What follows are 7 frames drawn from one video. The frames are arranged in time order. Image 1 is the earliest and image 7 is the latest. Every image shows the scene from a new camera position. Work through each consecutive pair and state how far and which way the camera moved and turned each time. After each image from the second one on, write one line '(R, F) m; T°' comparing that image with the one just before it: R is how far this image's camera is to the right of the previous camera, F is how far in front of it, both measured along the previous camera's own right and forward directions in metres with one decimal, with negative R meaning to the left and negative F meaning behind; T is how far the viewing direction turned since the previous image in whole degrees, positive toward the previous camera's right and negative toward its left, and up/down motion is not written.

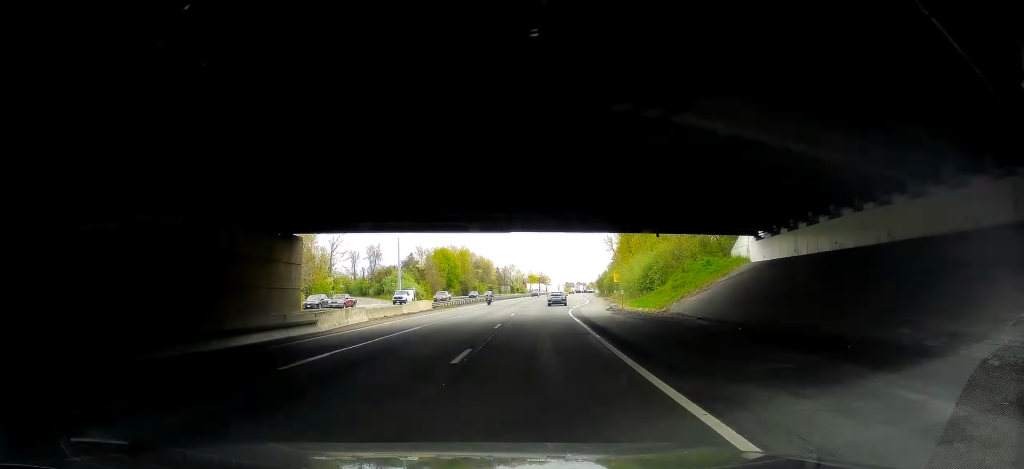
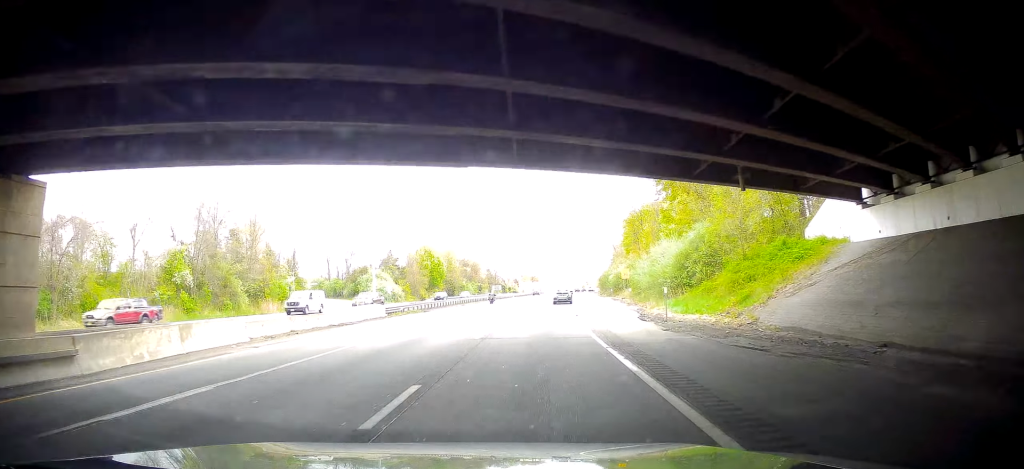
(0.0, +18.0) m; 0°
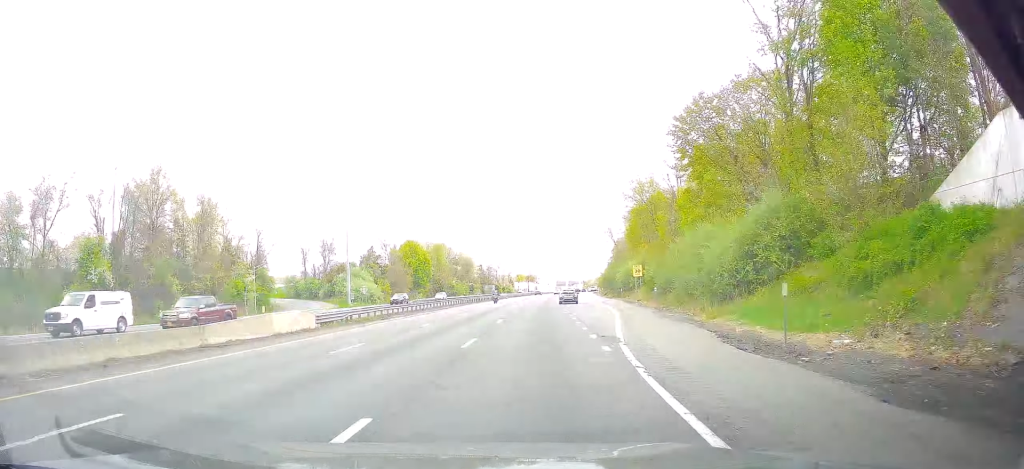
(0.0, +14.9) m; +1°
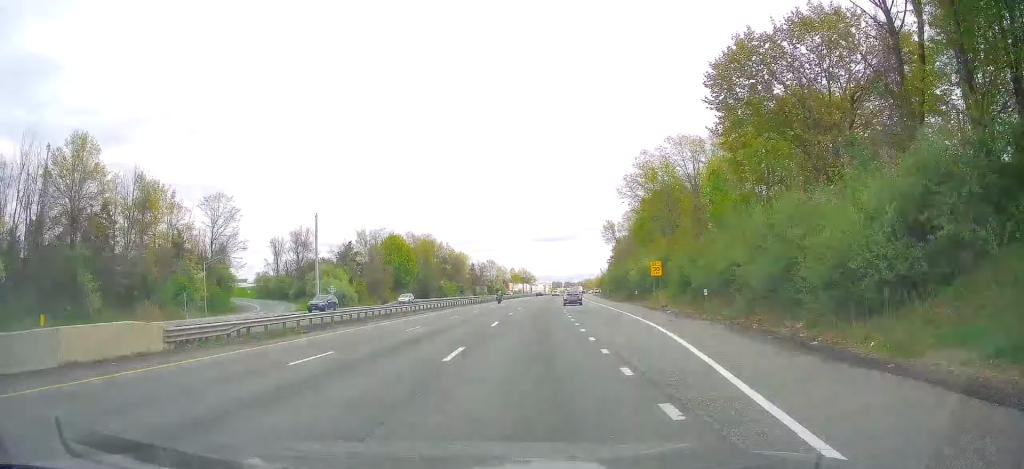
(-0.2, +14.8) m; +1°
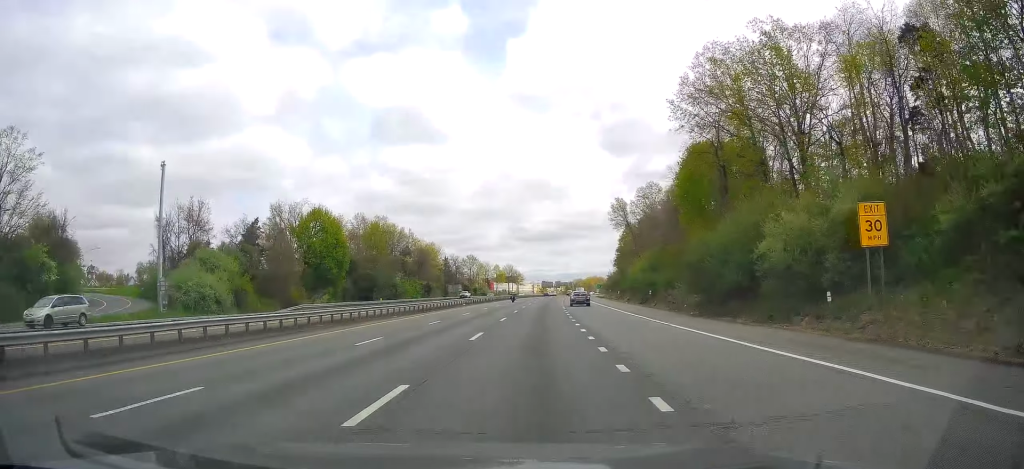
(+1.3, +43.4) m; +3°
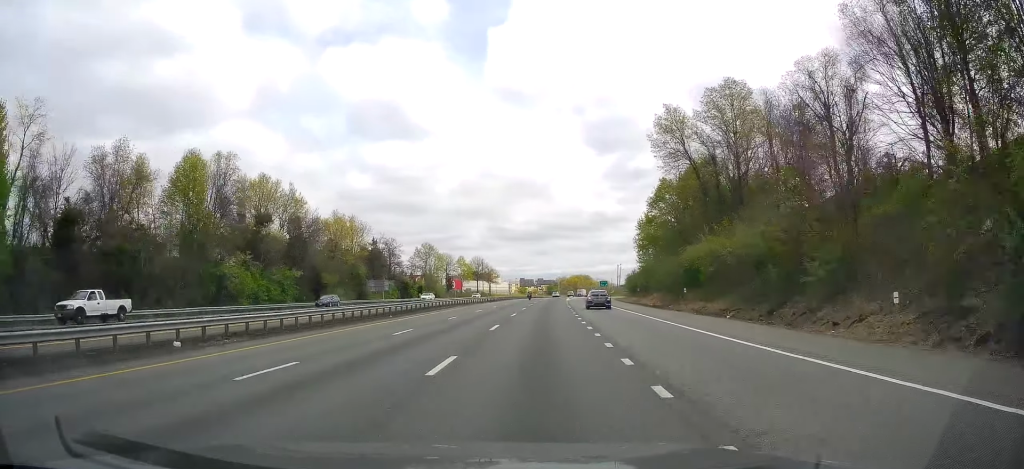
(+1.0, +68.9) m; +2°
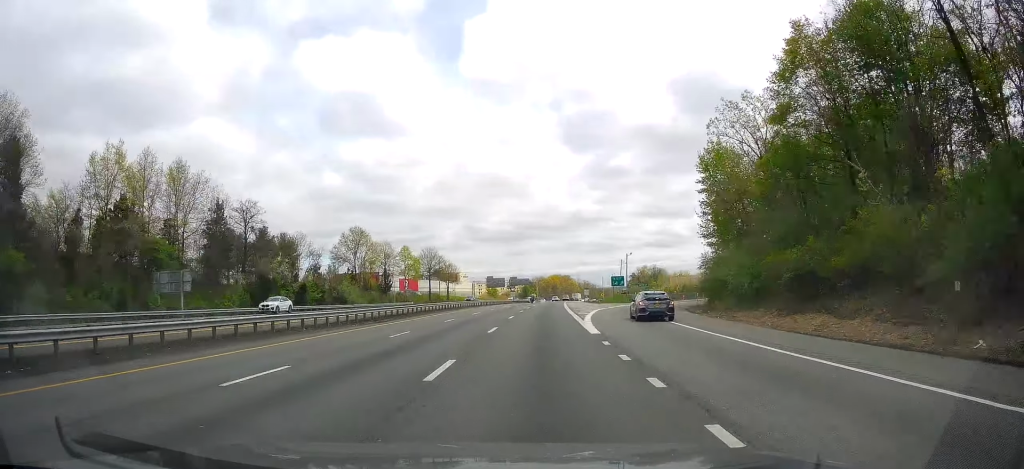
(+1.6, +61.7) m; +2°
